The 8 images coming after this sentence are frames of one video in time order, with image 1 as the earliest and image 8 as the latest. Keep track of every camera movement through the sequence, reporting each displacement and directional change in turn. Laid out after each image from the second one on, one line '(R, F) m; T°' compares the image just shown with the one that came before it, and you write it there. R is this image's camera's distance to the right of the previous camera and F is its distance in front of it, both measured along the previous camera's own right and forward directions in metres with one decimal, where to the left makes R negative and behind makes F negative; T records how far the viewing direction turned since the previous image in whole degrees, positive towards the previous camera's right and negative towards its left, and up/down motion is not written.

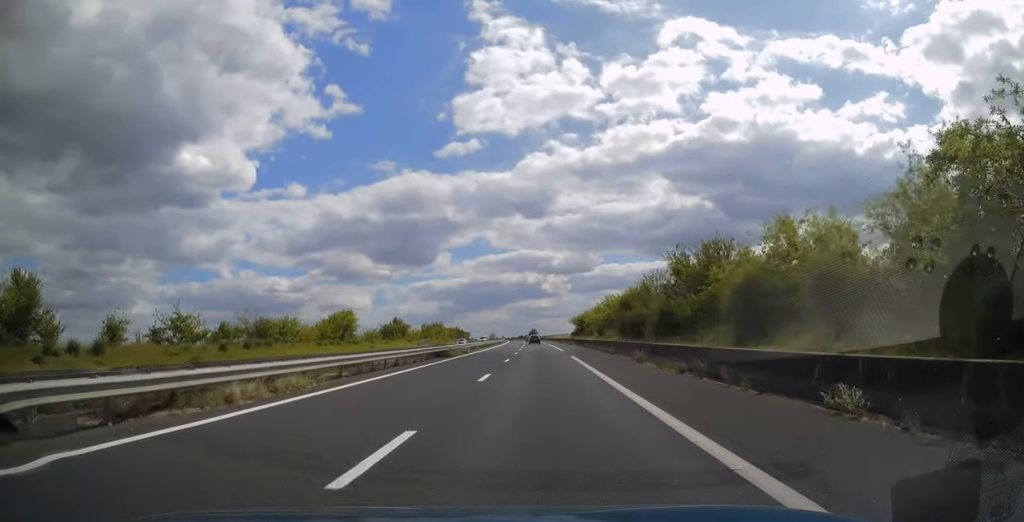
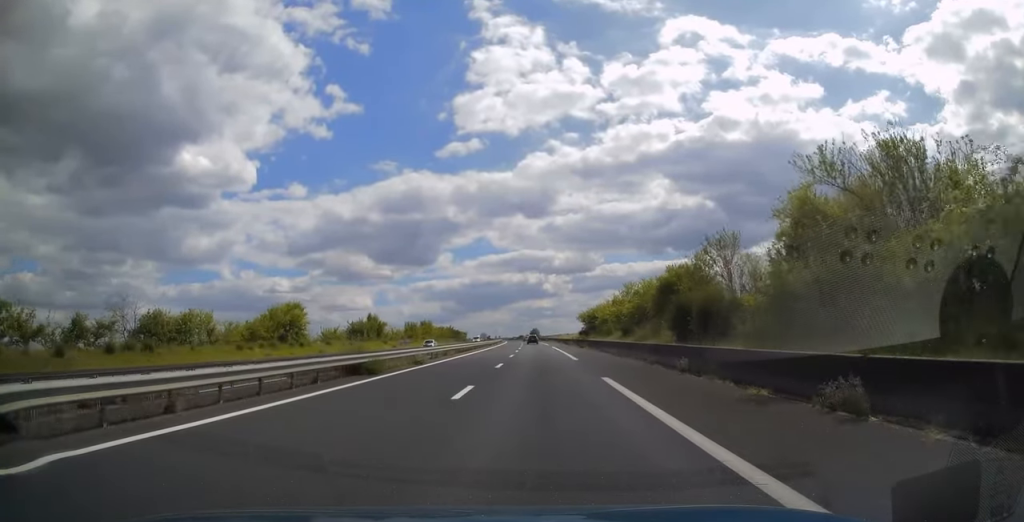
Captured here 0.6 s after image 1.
(0.0, +18.1) m; 0°
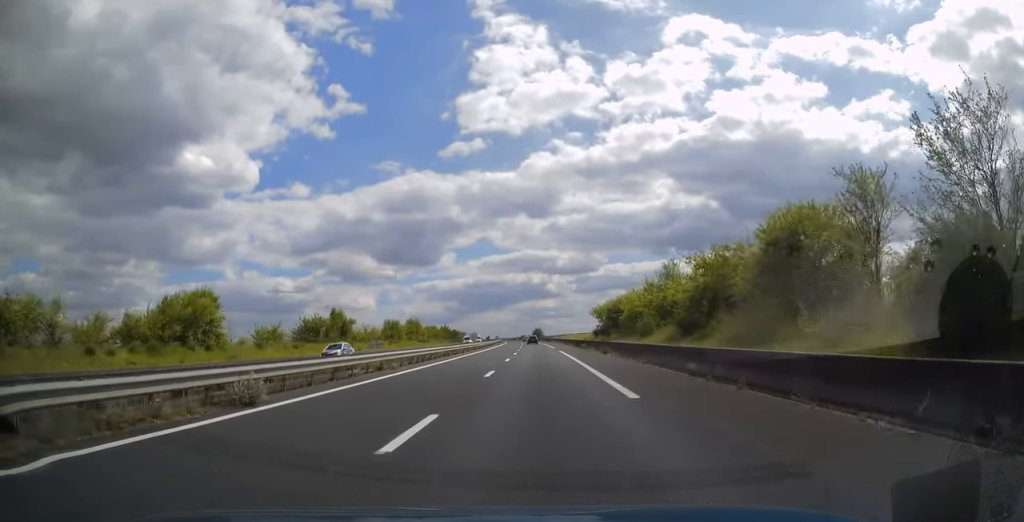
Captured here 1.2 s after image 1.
(0.0, +18.5) m; 0°
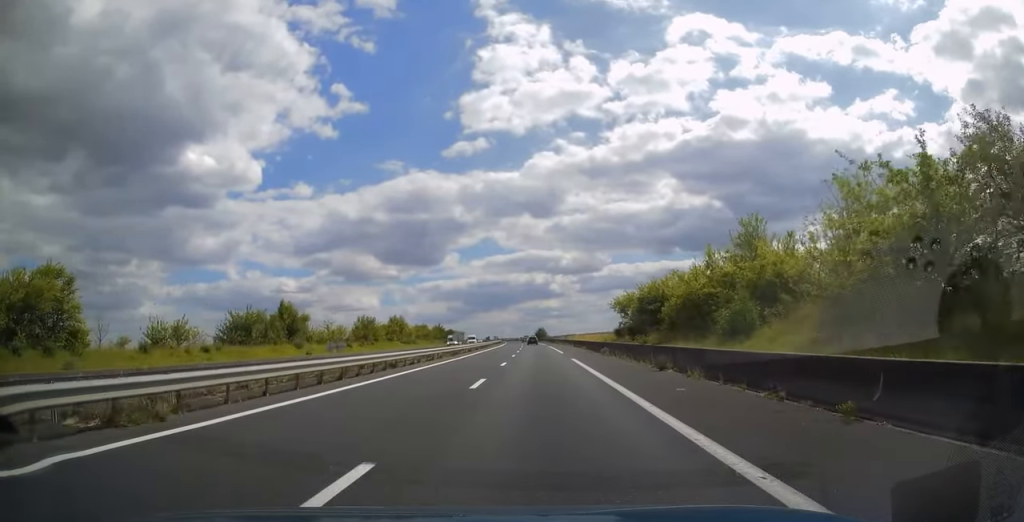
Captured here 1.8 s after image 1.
(0.0, +17.1) m; -1°
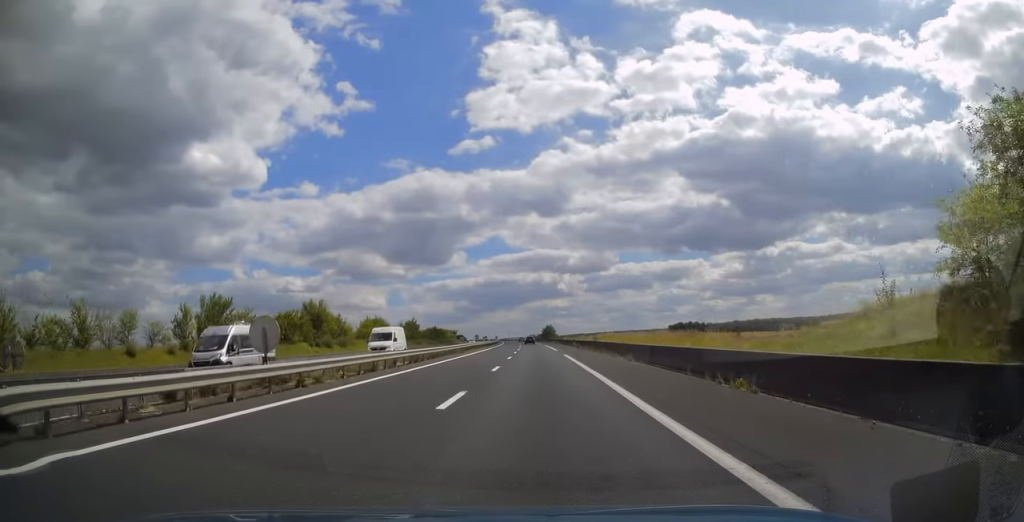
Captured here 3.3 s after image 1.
(-0.4, +43.5) m; -1°
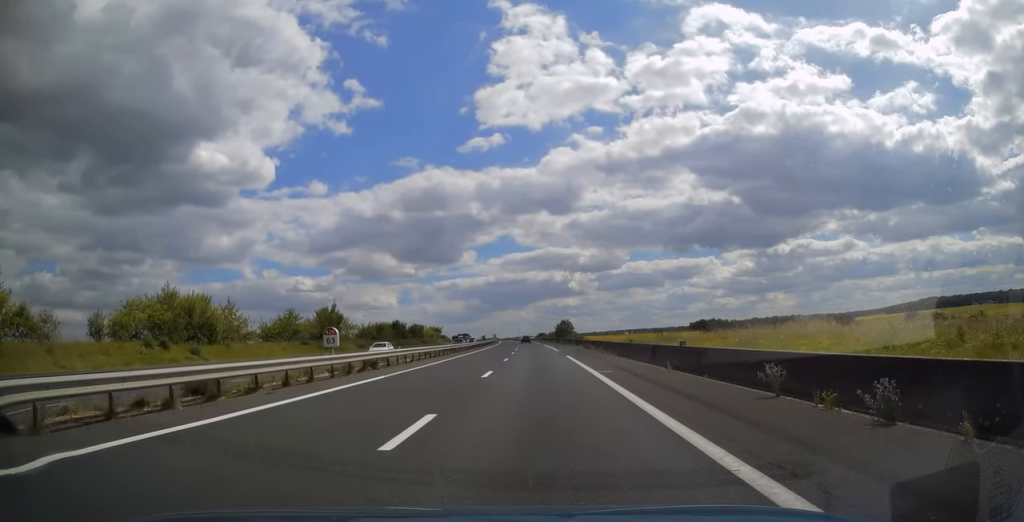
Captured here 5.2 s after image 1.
(-0.5, +55.7) m; -1°
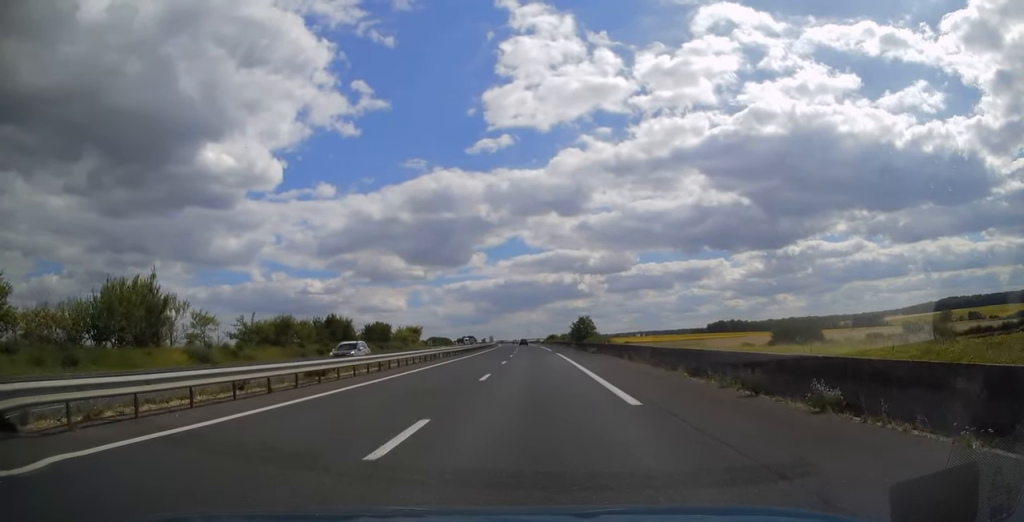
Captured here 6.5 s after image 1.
(-0.4, +39.3) m; -1°
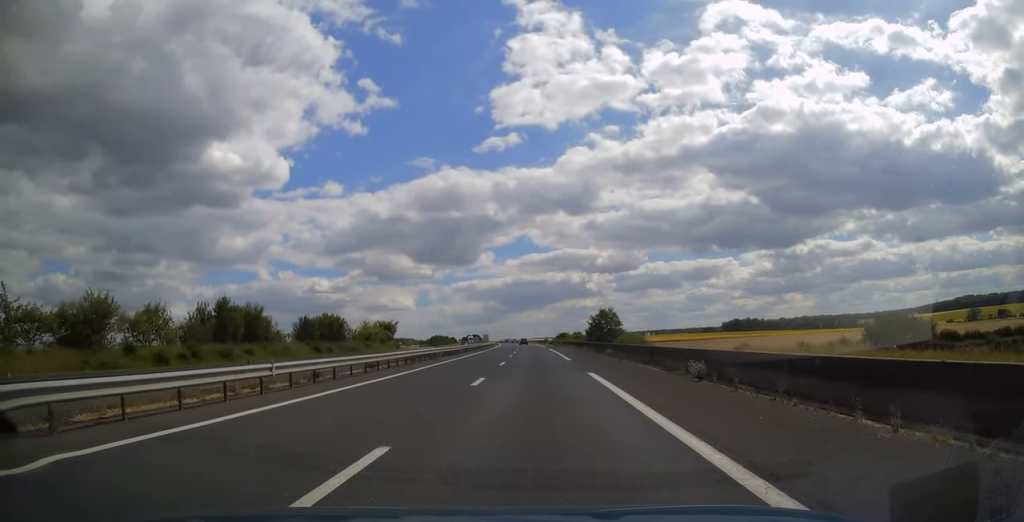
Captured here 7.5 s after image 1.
(-0.1, +28.5) m; -1°
